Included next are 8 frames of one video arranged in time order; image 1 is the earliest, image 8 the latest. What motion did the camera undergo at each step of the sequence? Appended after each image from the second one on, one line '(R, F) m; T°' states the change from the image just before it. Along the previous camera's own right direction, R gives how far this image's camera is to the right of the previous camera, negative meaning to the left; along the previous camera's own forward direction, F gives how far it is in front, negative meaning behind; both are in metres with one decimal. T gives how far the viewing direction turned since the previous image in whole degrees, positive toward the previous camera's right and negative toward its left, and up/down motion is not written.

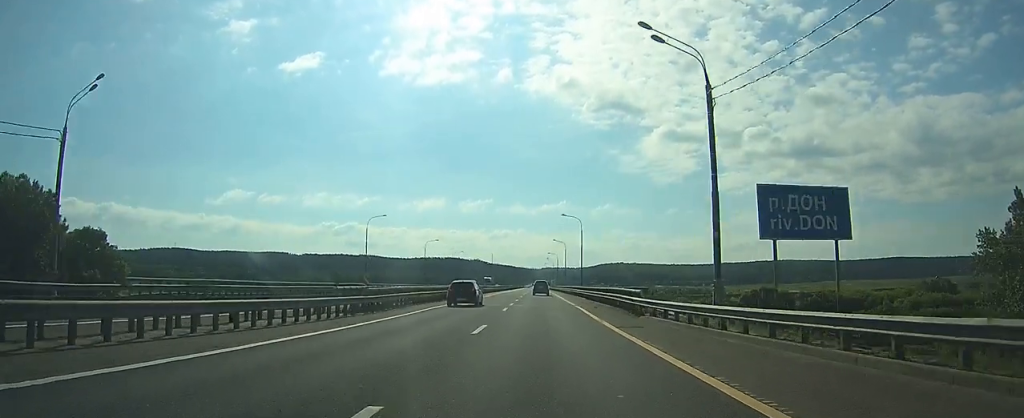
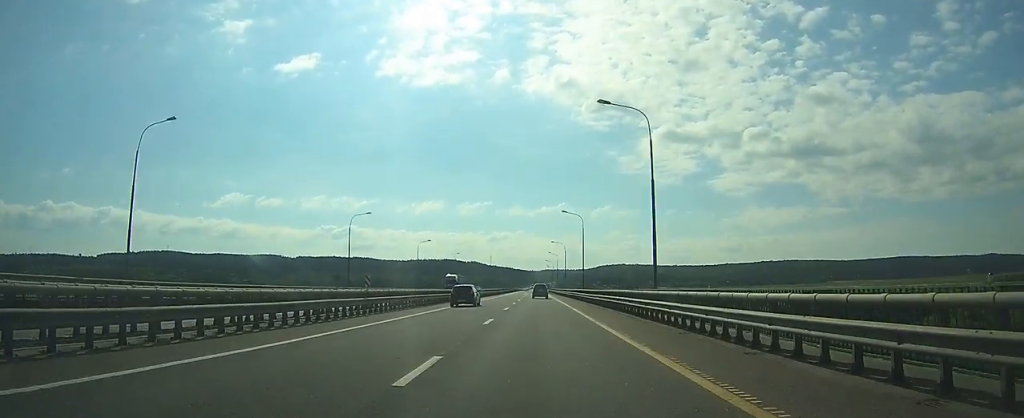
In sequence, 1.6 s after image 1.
(0.0, +48.5) m; 0°
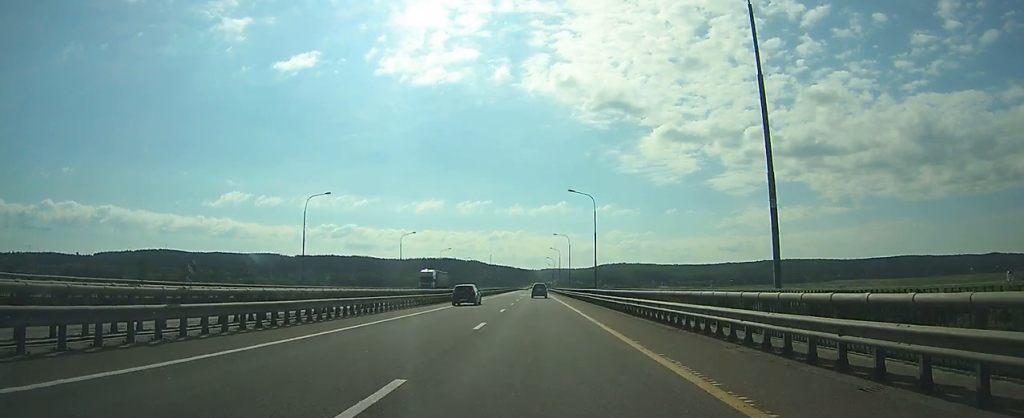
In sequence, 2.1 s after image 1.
(0.0, +14.8) m; 0°
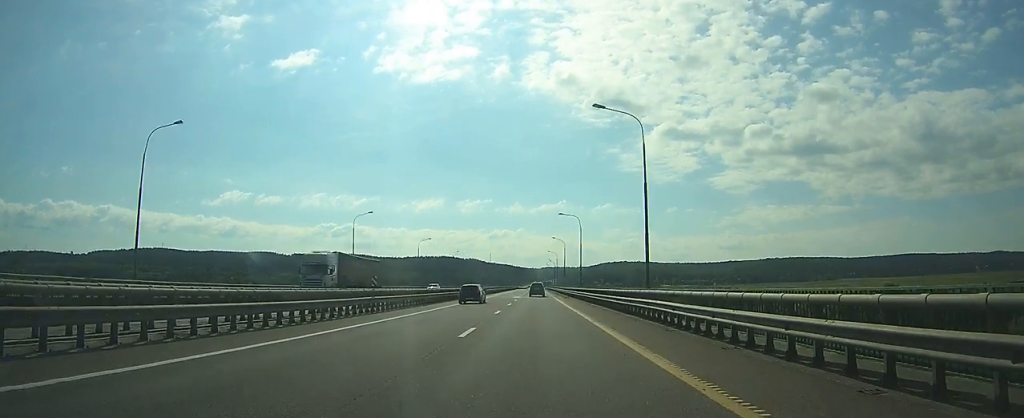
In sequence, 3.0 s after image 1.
(0.0, +26.5) m; 0°
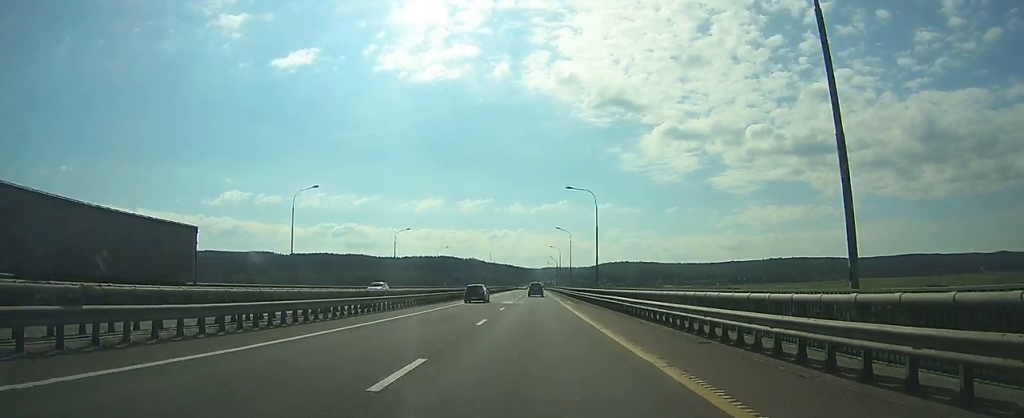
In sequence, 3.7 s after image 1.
(0.0, +19.5) m; 0°
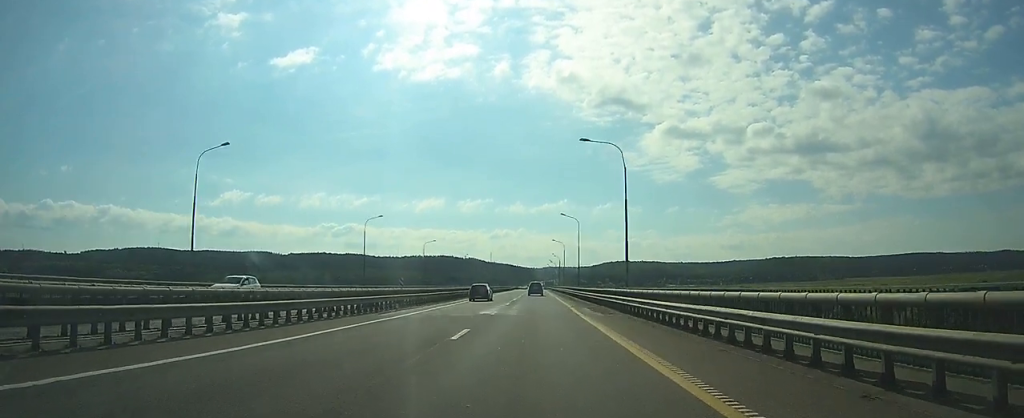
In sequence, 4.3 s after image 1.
(+0.1, +17.5) m; 0°
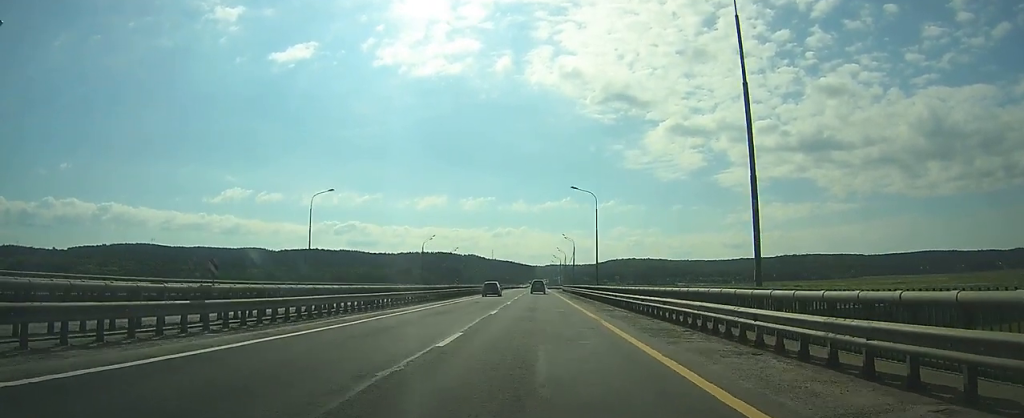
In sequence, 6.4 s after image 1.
(0.0, +61.8) m; 0°
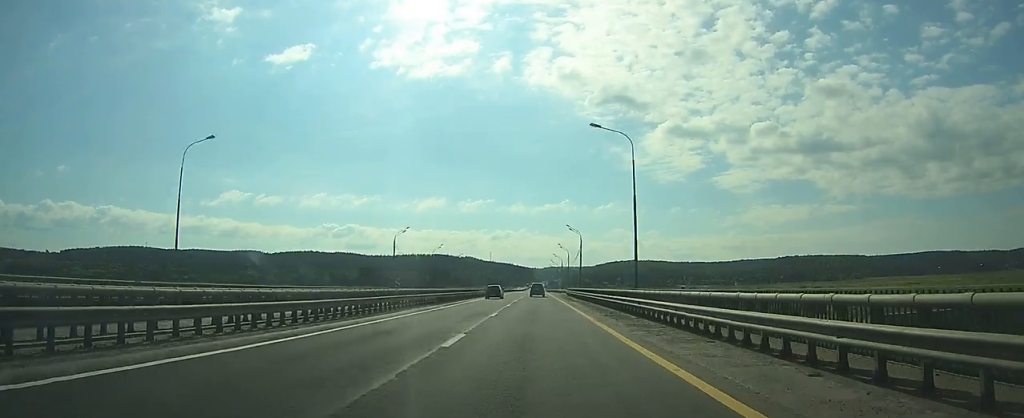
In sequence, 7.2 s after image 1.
(+0.1, +23.0) m; 0°
